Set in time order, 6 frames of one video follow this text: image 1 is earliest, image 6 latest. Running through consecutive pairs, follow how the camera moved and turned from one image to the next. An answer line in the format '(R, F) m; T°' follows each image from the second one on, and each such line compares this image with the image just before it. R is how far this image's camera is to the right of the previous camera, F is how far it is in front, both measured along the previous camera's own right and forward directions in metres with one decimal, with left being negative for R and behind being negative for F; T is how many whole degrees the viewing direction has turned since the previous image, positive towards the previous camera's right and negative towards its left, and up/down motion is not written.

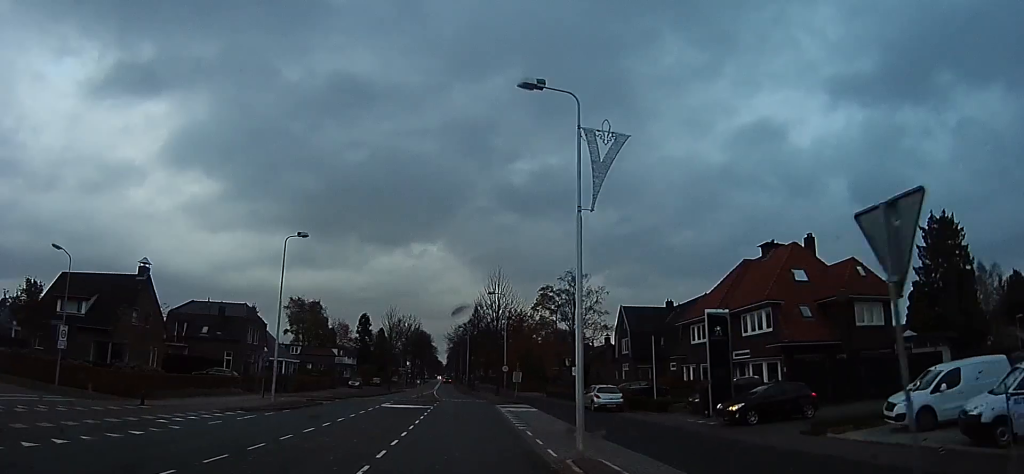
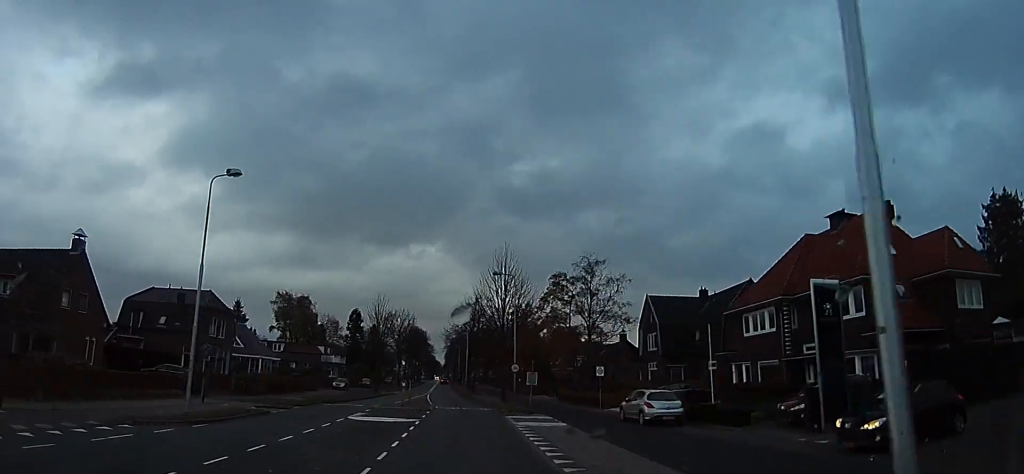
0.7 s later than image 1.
(+0.5, +8.1) m; -2°
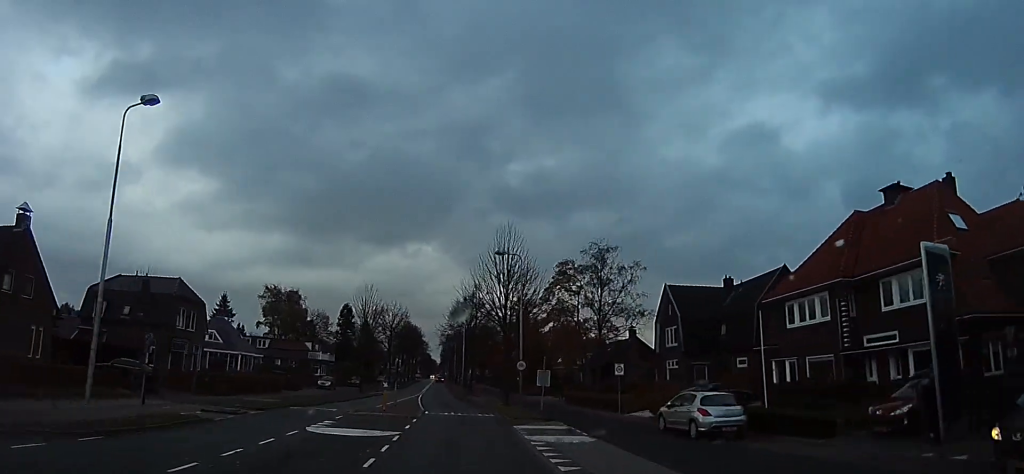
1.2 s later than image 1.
(-0.6, +5.1) m; -4°
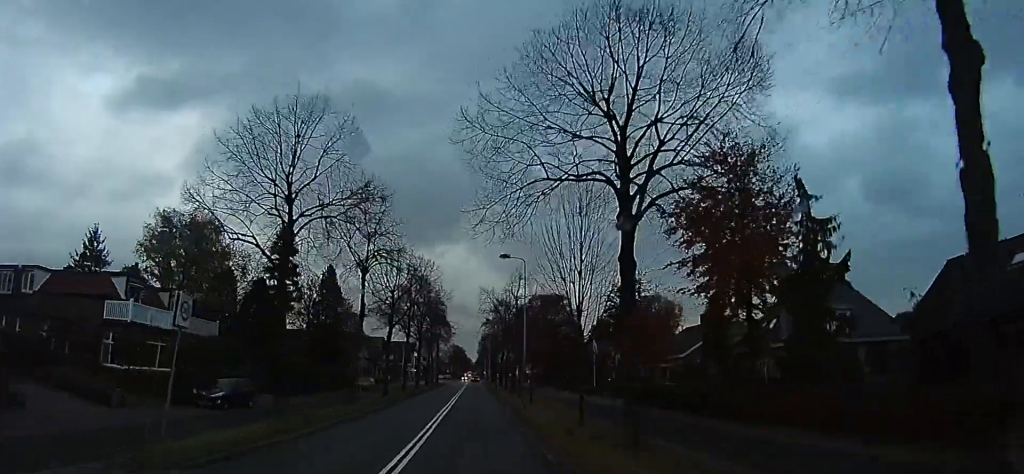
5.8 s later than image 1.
(+0.7, +52.1) m; 0°
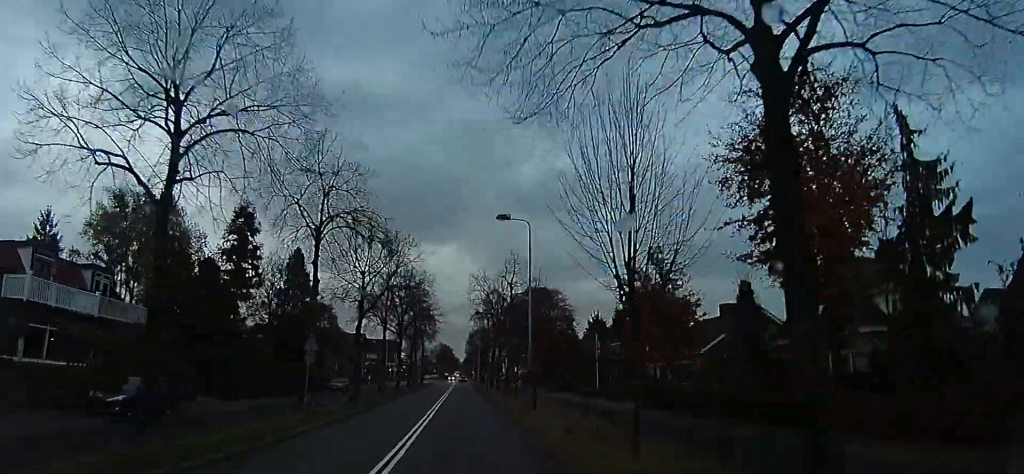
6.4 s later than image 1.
(0.0, +6.7) m; +1°
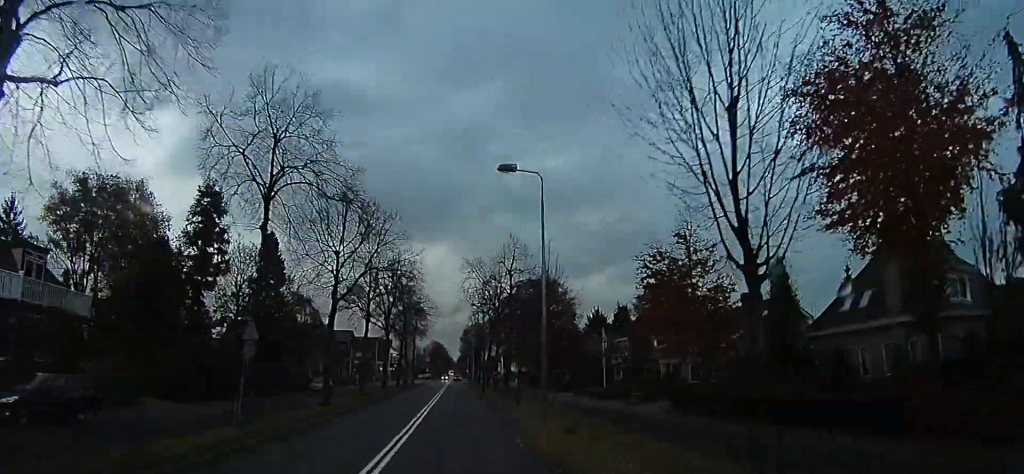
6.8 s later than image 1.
(0.0, +4.9) m; 0°
